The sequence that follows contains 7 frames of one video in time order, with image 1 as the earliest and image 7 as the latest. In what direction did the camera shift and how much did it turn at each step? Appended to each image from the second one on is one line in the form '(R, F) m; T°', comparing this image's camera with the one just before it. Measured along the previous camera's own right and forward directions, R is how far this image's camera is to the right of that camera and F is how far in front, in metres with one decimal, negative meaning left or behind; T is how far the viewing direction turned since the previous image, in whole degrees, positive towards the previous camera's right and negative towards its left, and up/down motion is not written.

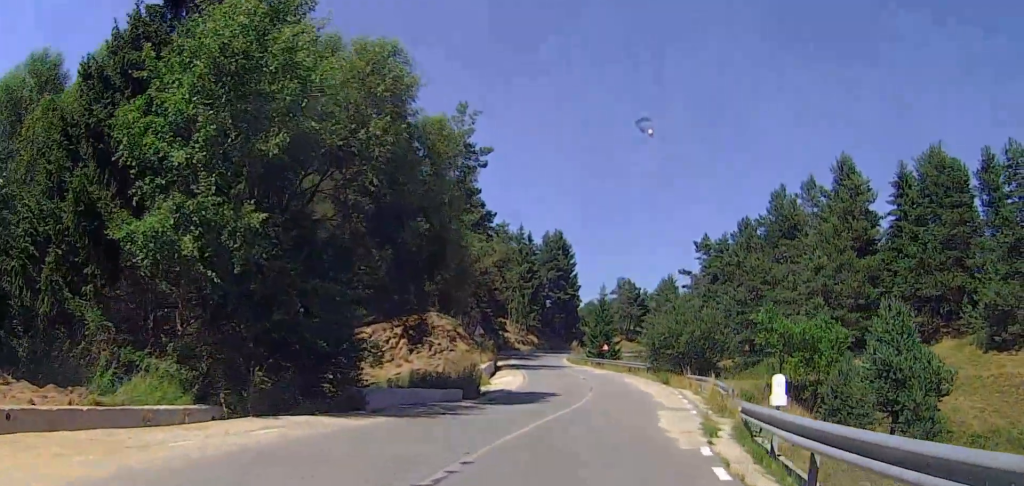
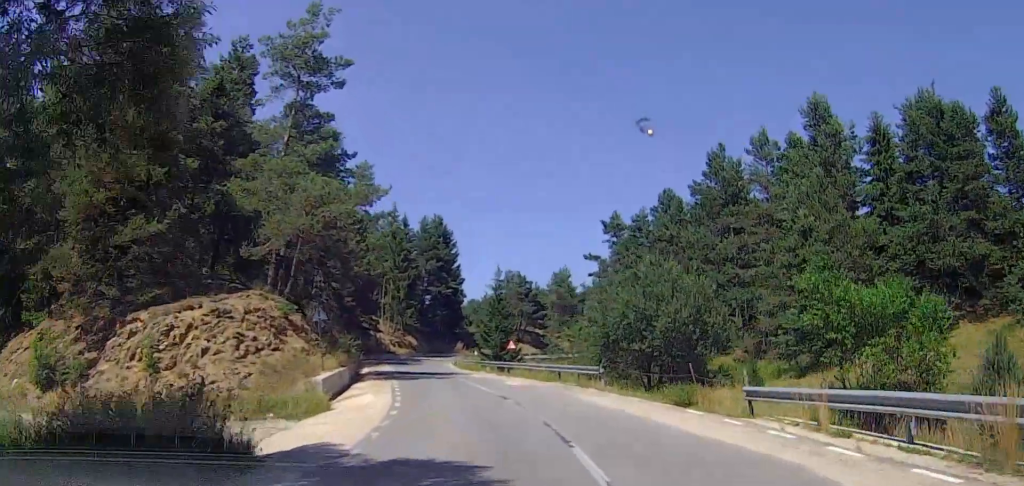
(+1.9, +17.6) m; +7°
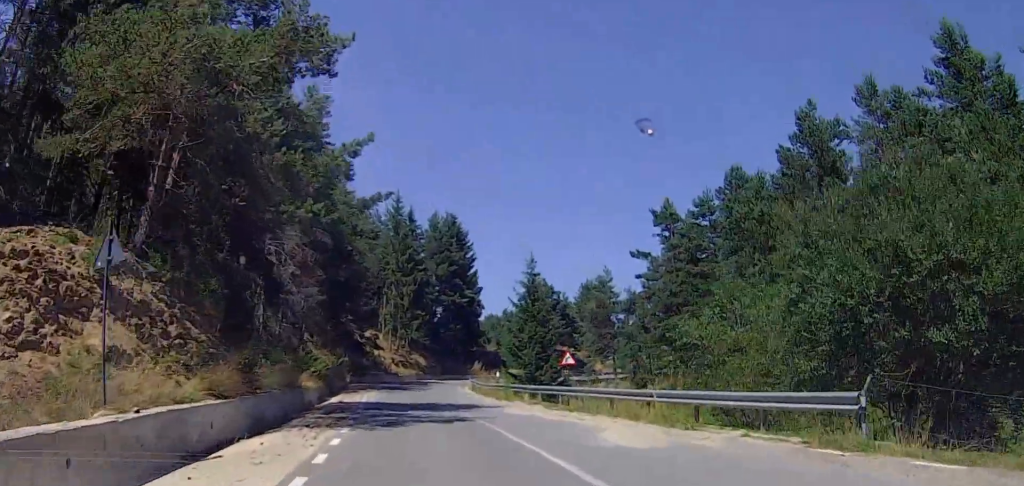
(-0.1, +17.1) m; -2°
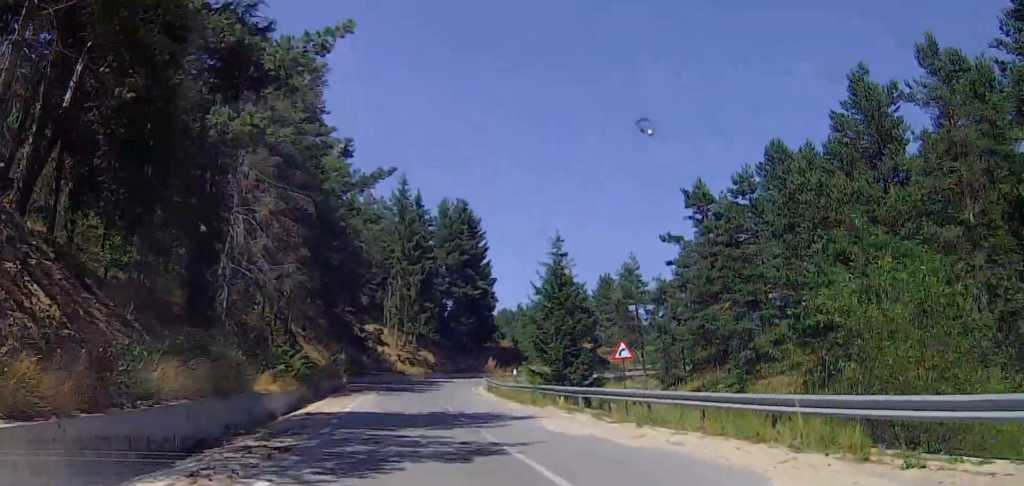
(-0.2, +6.7) m; -1°
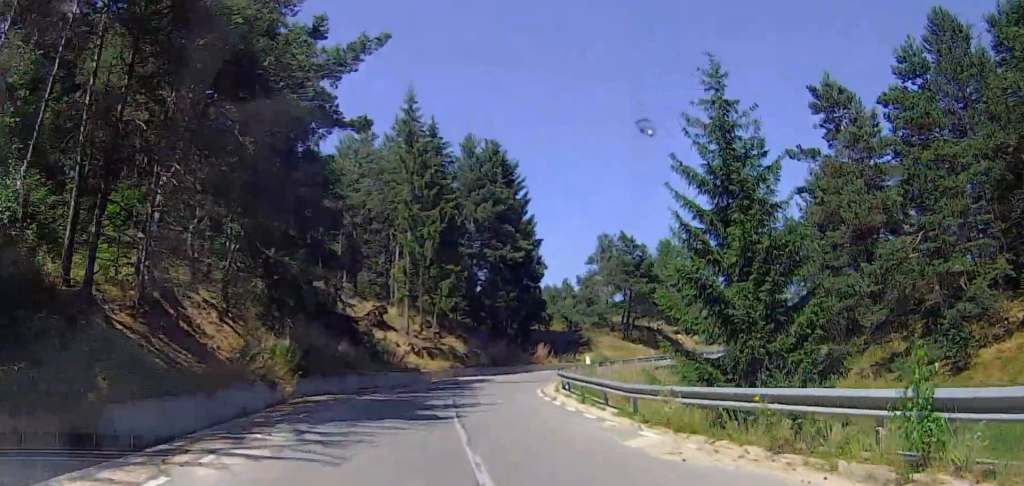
(+0.7, +22.0) m; +3°
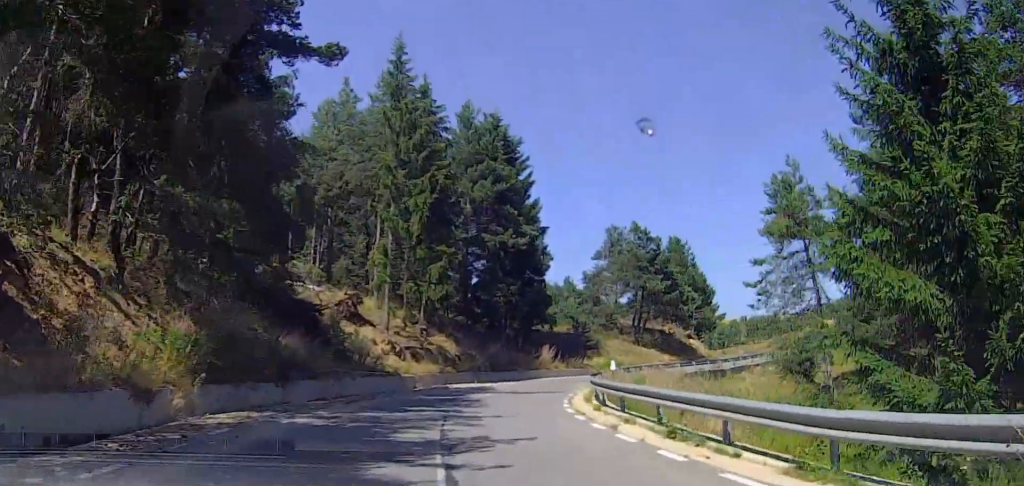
(0.0, +8.8) m; +2°
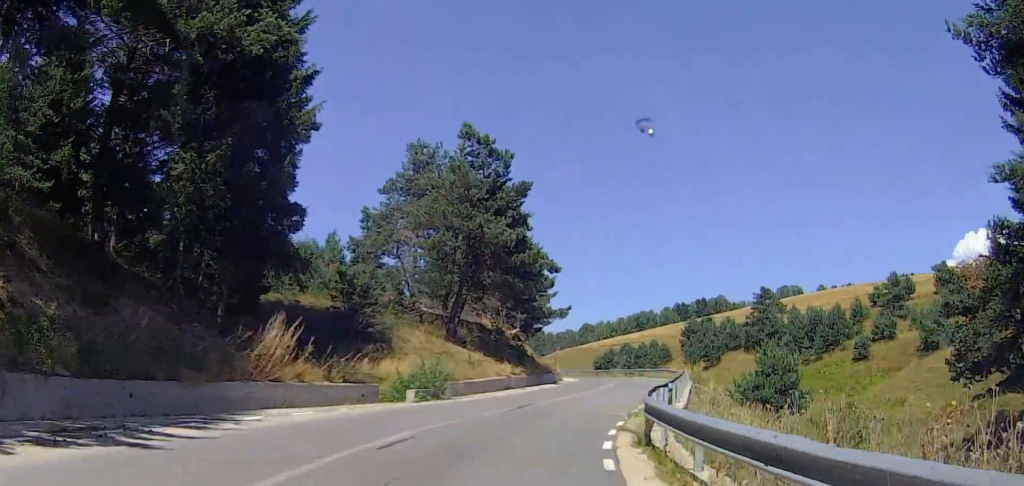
(+4.2, +32.6) m; +21°
